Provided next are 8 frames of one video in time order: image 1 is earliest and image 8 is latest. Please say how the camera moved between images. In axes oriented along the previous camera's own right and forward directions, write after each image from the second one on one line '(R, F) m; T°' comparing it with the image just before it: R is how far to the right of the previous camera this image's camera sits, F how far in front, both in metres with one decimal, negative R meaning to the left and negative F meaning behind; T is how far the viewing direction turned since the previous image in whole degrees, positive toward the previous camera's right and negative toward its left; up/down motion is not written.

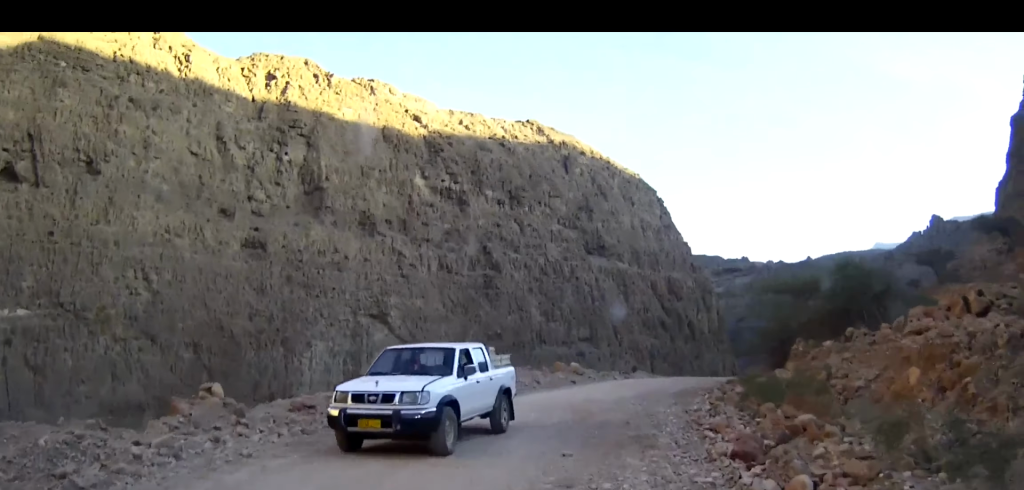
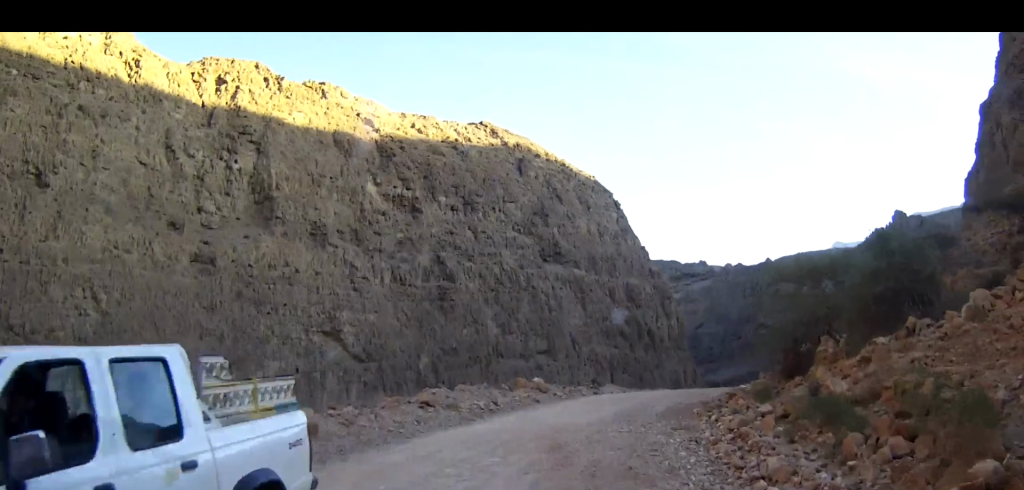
(+0.1, +4.8) m; +3°
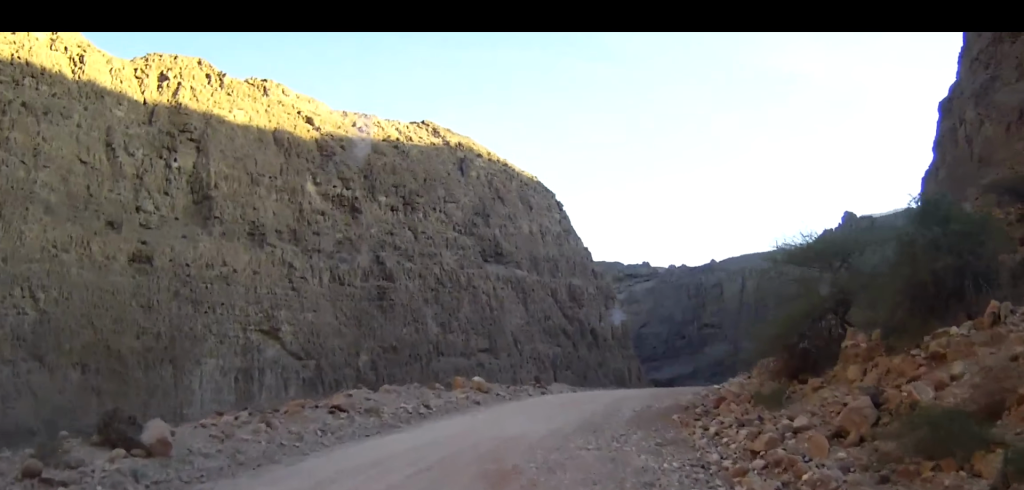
(+0.1, +4.1) m; +3°
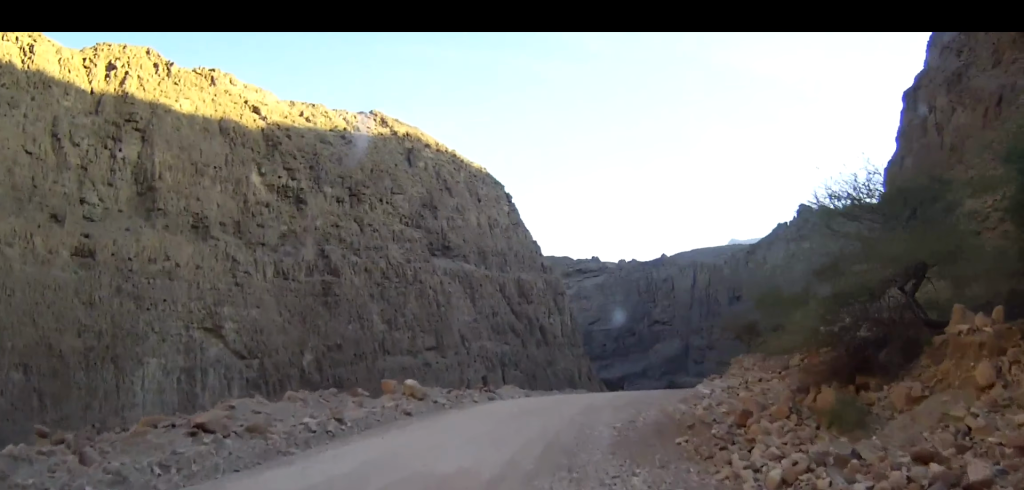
(+0.2, +4.9) m; +3°
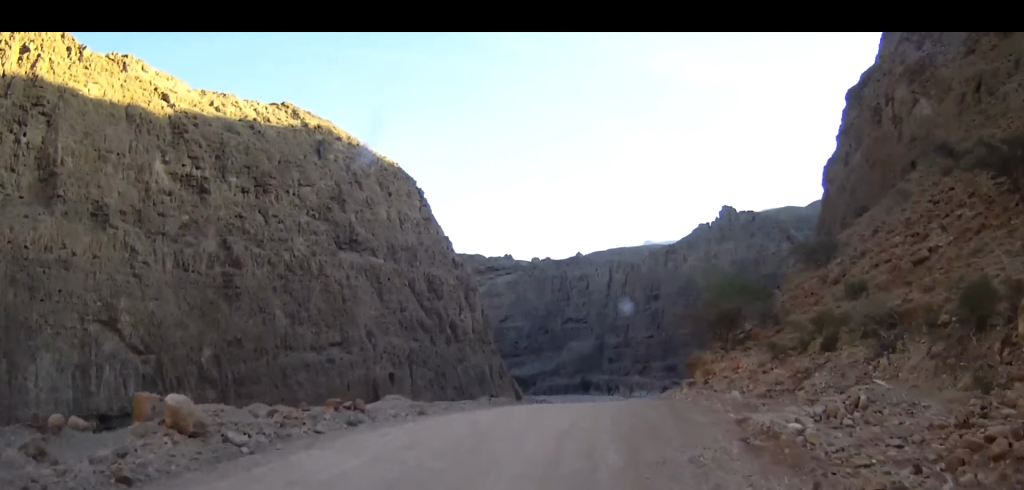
(+0.8, +11.9) m; +8°
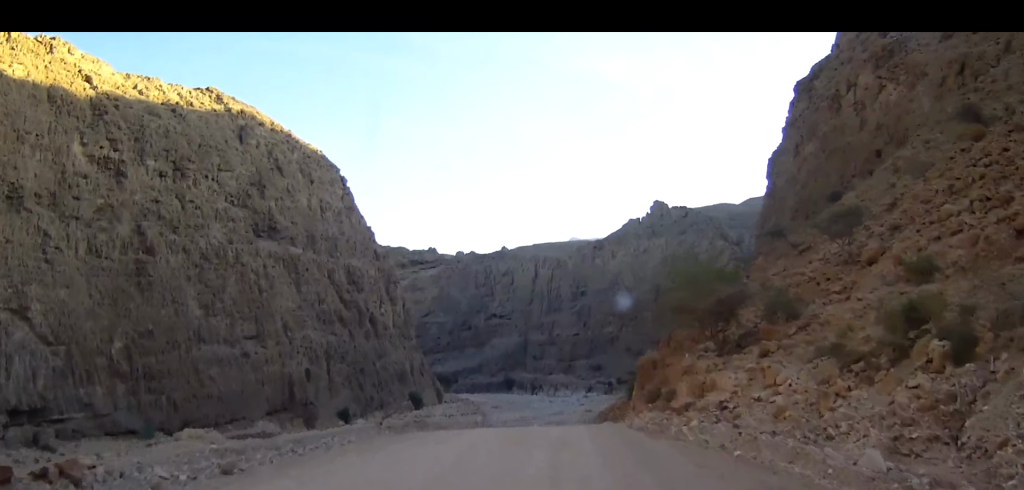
(+0.5, +10.0) m; +5°
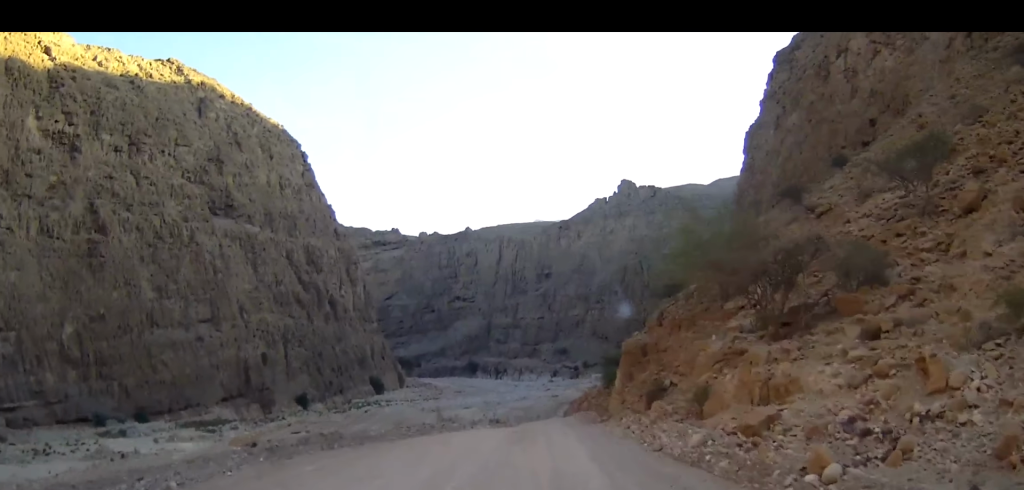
(+0.2, +8.1) m; +2°
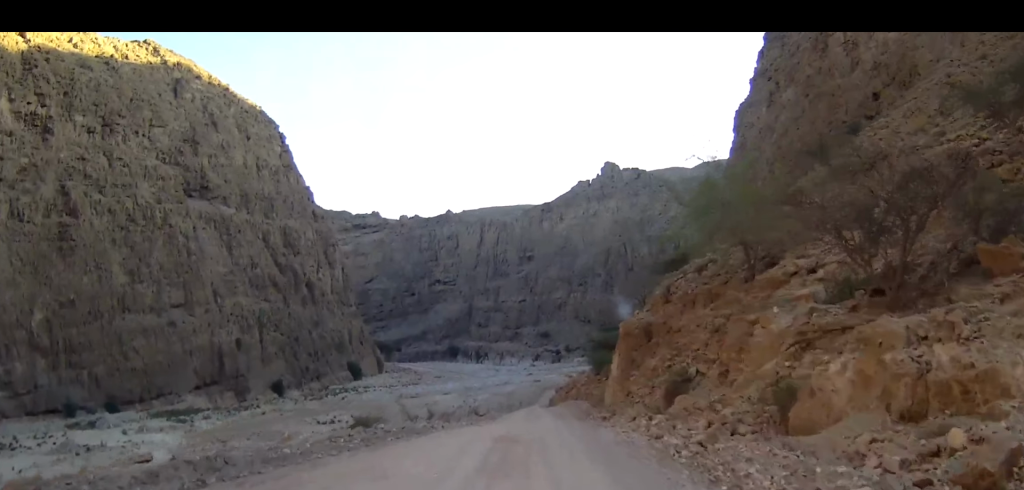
(0.0, +6.2) m; +1°
